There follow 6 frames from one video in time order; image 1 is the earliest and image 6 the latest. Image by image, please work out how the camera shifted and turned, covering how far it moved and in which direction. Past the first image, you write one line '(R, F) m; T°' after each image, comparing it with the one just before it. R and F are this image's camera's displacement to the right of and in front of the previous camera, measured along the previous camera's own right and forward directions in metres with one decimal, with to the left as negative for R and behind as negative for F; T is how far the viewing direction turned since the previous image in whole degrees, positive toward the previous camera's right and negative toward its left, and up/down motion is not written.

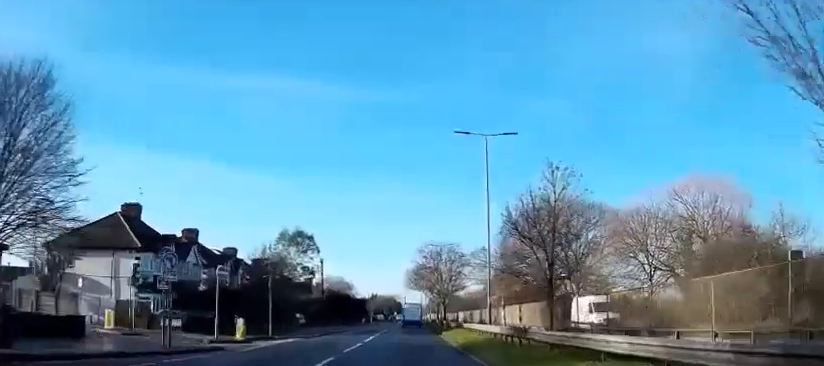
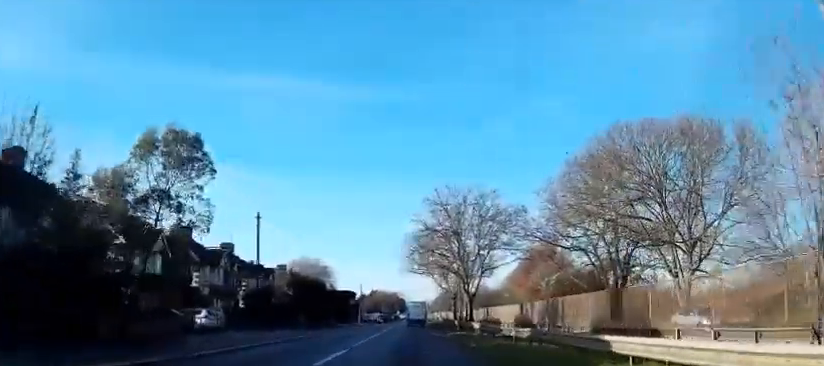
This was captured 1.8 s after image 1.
(+0.2, +31.8) m; 0°
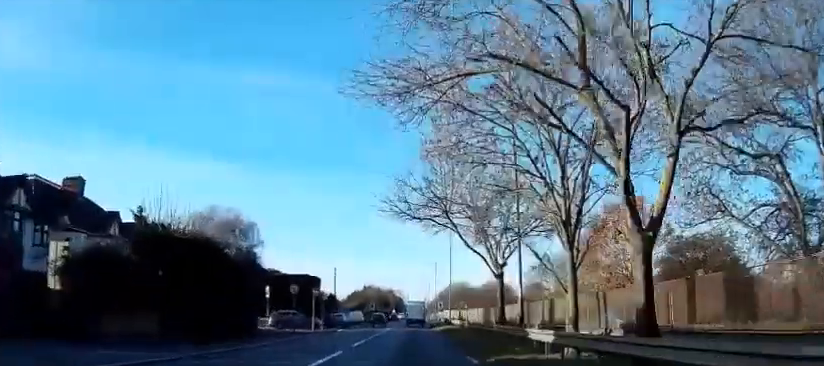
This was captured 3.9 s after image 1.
(0.0, +36.1) m; 0°
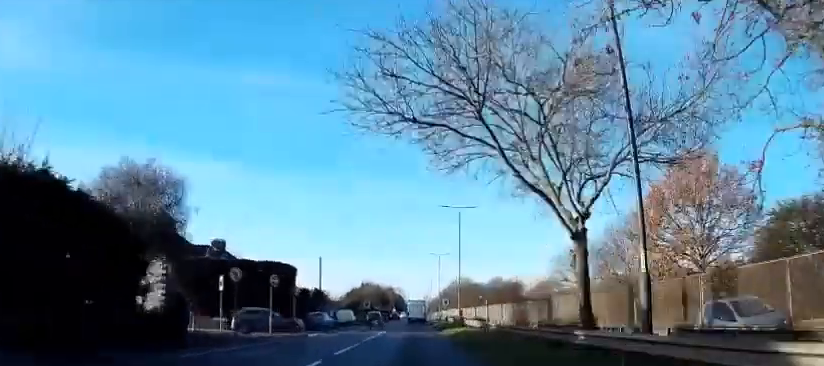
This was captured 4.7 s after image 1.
(0.0, +14.1) m; 0°
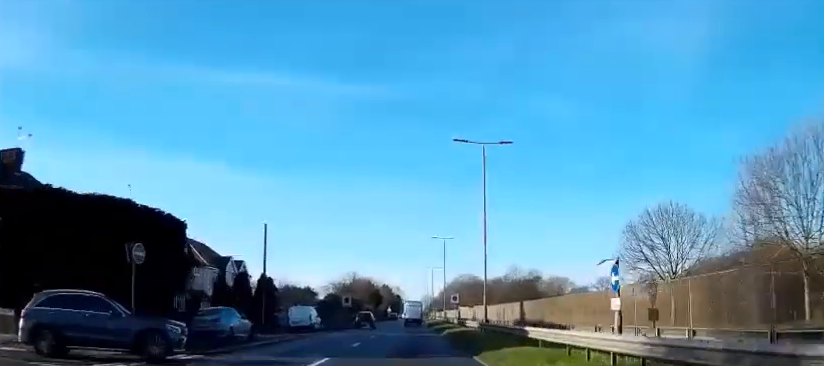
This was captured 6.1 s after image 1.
(0.0, +25.3) m; 0°
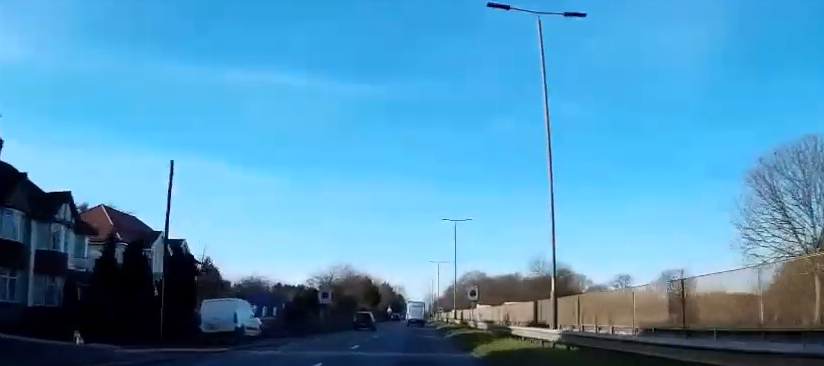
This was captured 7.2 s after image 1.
(0.0, +19.0) m; 0°
